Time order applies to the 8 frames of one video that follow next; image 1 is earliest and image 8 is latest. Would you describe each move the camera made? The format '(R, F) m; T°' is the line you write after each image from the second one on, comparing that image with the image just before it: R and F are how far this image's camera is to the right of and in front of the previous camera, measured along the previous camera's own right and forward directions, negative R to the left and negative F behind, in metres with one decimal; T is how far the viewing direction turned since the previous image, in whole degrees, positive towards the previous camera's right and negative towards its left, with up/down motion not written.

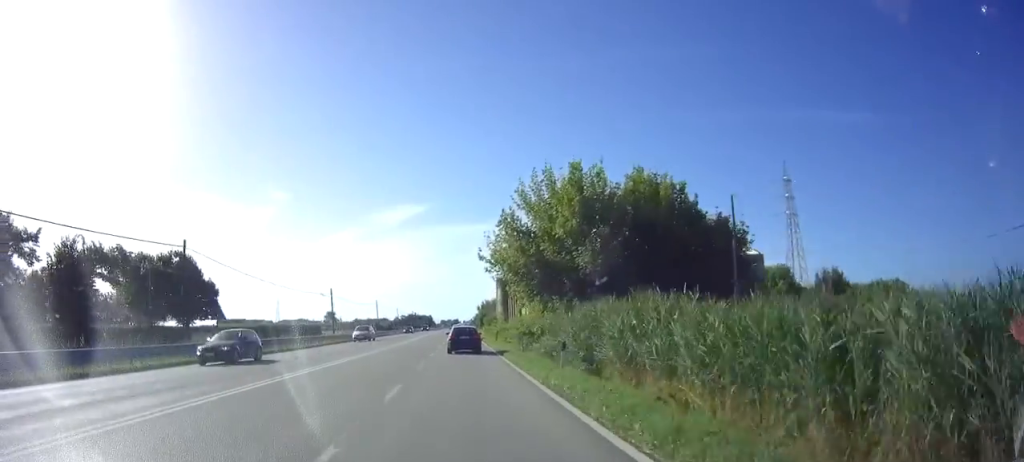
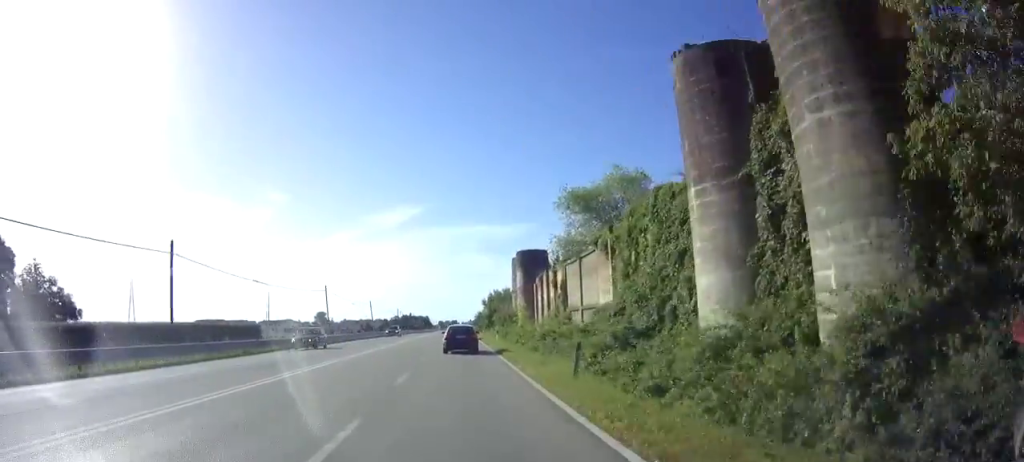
(-0.4, +33.6) m; -1°
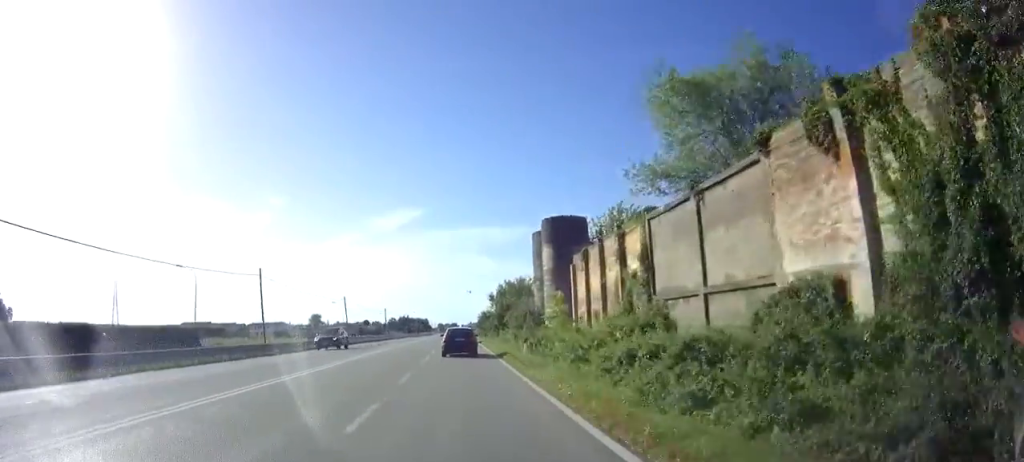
(0.0, +18.9) m; 0°
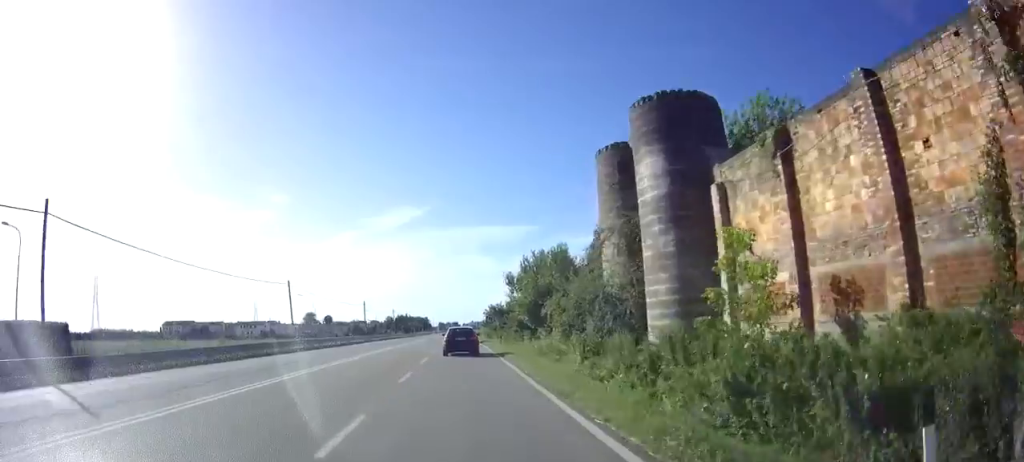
(+0.2, +22.3) m; +1°
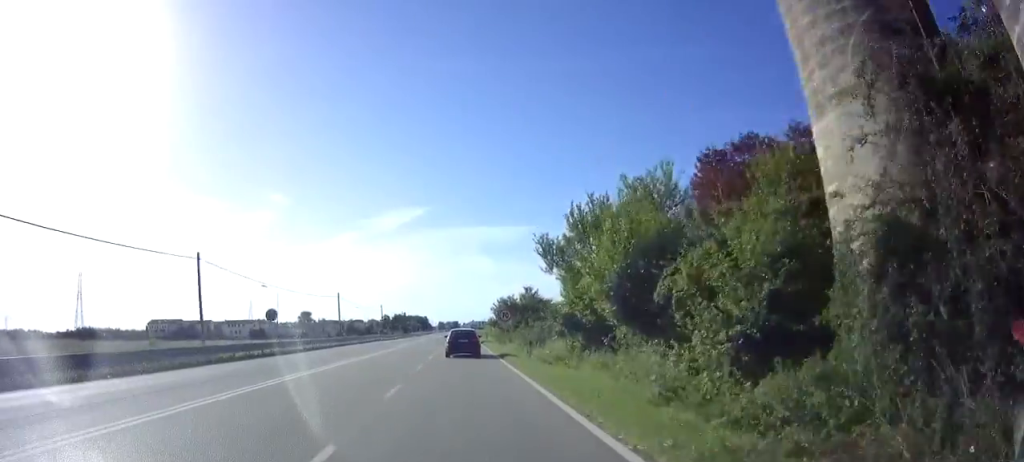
(+0.1, +16.3) m; 0°
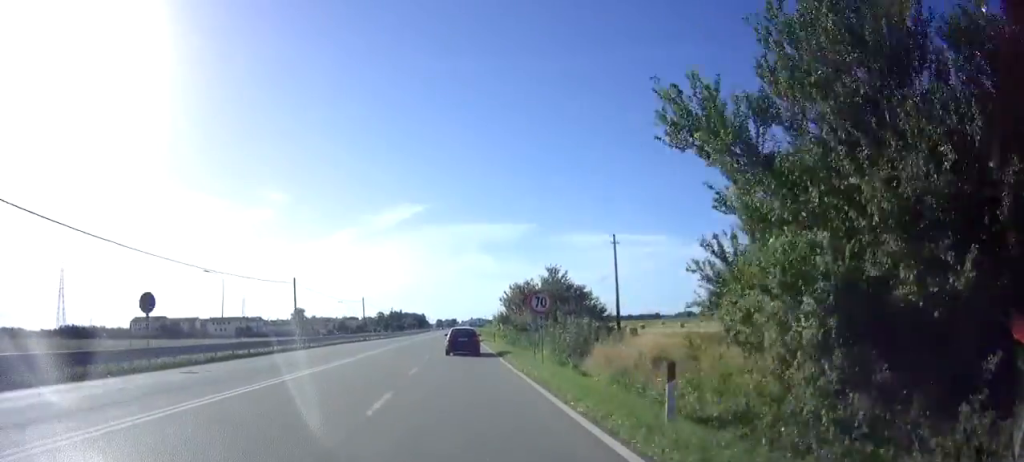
(0.0, +16.2) m; 0°
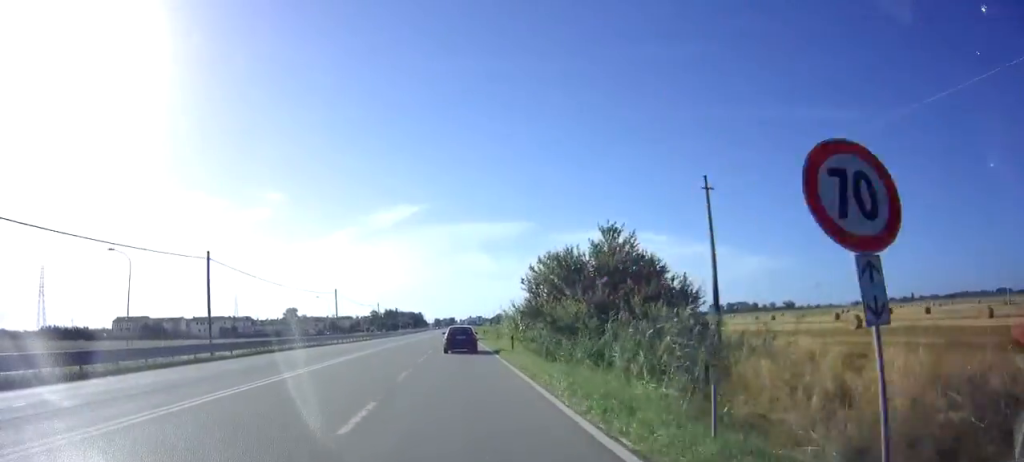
(0.0, +15.6) m; 0°
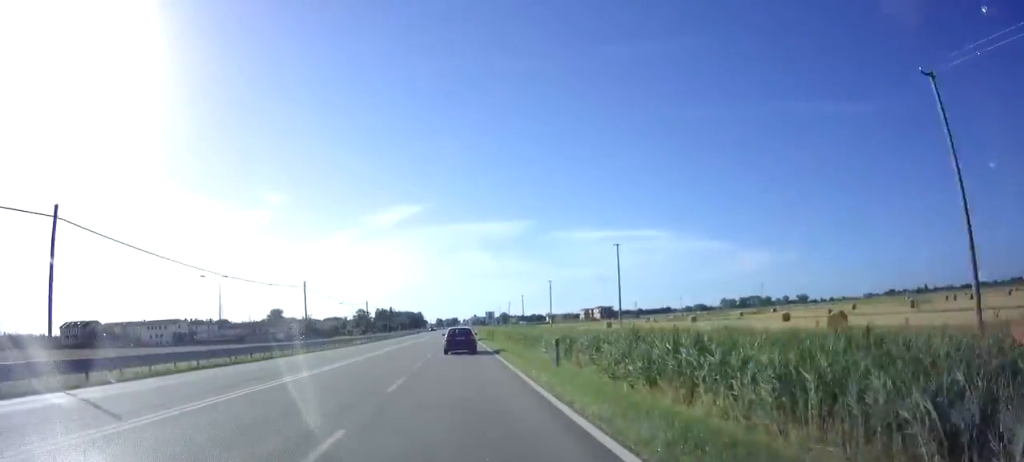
(+0.2, +44.4) m; 0°
